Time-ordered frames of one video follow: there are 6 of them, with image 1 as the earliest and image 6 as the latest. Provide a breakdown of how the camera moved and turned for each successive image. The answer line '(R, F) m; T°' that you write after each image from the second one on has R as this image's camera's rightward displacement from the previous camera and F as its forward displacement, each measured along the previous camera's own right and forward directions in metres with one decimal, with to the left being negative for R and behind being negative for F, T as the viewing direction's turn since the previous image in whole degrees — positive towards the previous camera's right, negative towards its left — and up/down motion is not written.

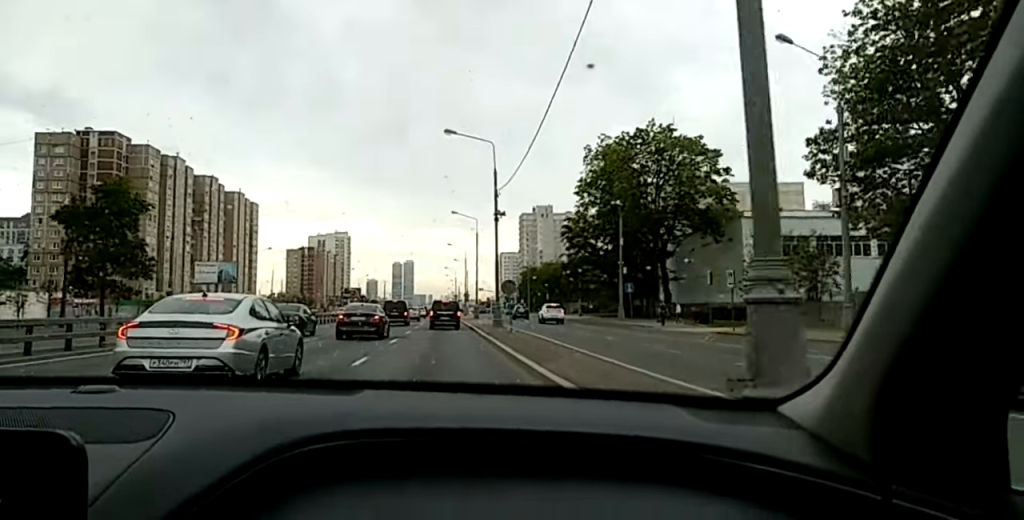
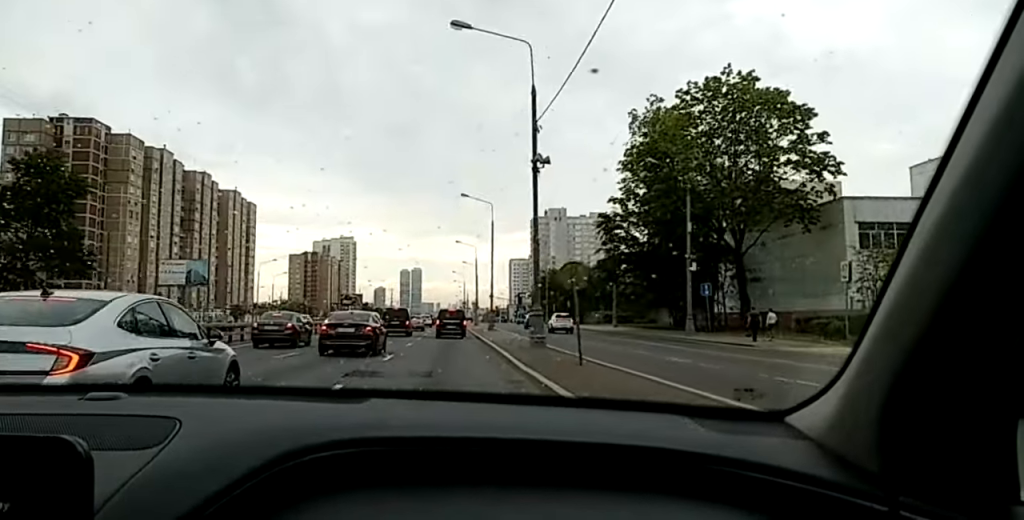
(-0.4, +17.5) m; -2°
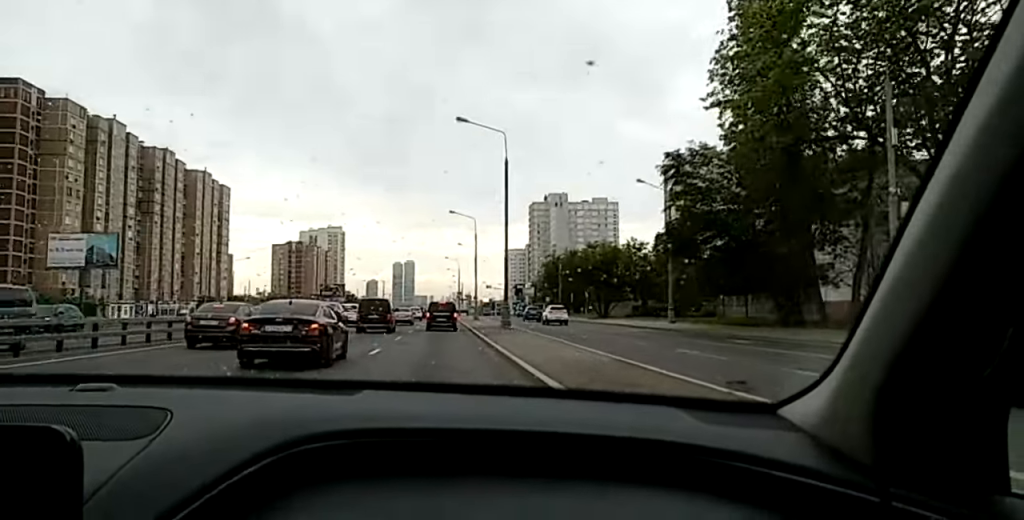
(-0.1, +24.8) m; 0°
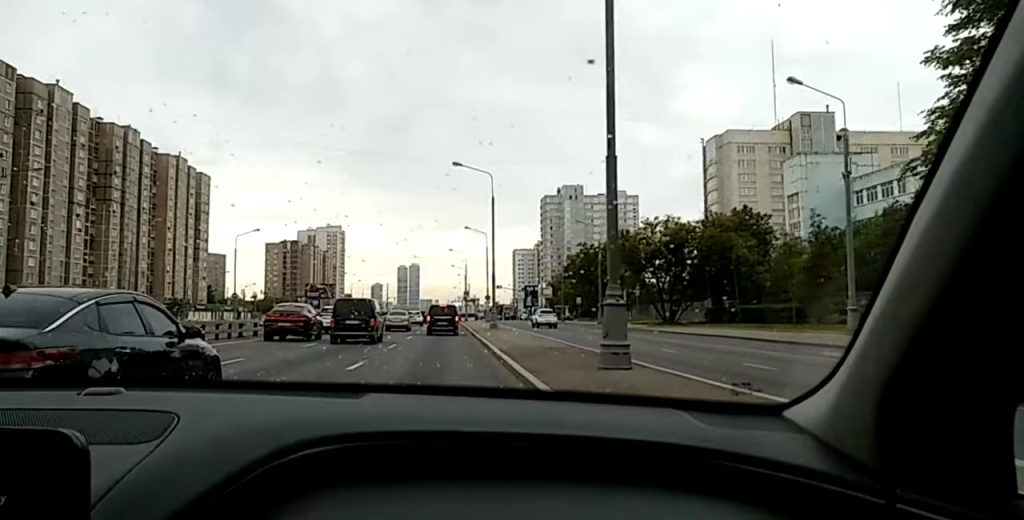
(-0.2, +28.2) m; -2°
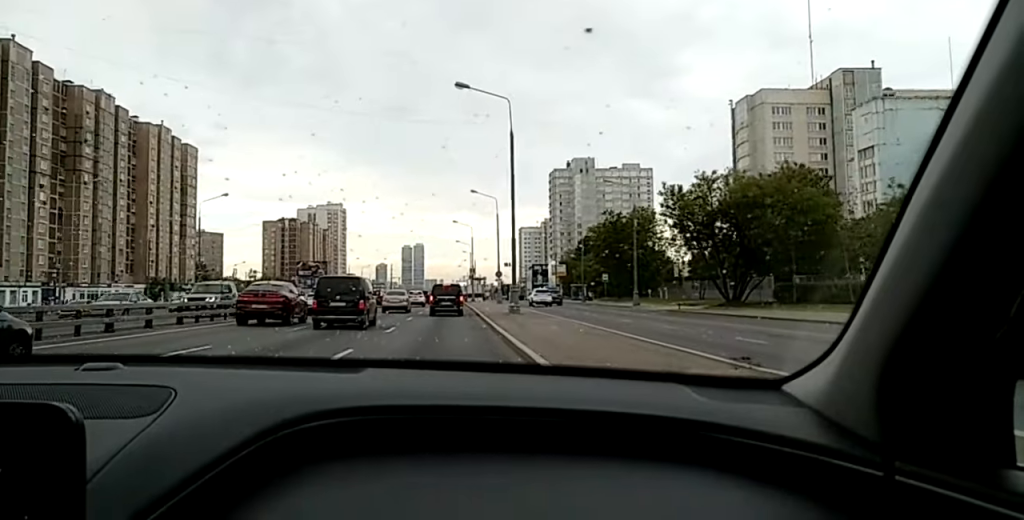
(-0.3, +15.3) m; 0°
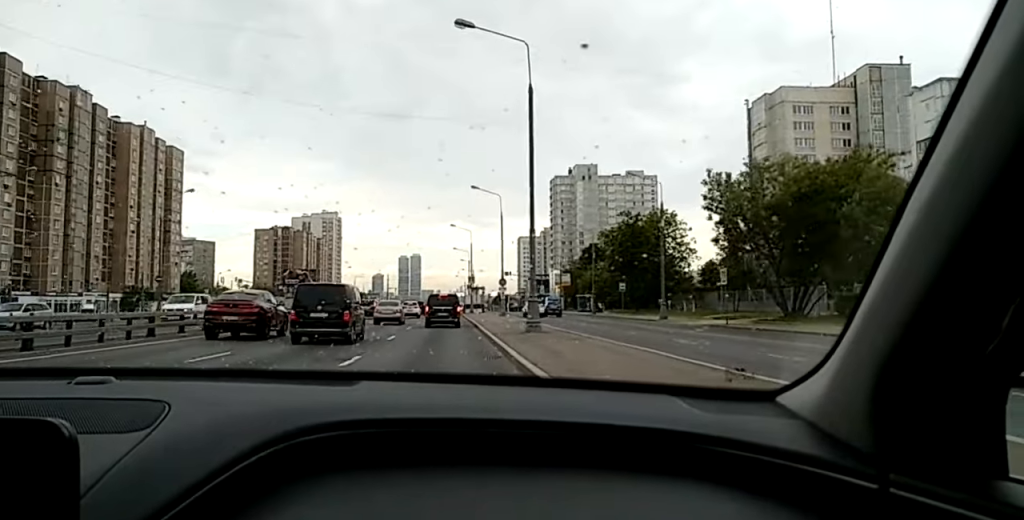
(0.0, +10.5) m; +1°
